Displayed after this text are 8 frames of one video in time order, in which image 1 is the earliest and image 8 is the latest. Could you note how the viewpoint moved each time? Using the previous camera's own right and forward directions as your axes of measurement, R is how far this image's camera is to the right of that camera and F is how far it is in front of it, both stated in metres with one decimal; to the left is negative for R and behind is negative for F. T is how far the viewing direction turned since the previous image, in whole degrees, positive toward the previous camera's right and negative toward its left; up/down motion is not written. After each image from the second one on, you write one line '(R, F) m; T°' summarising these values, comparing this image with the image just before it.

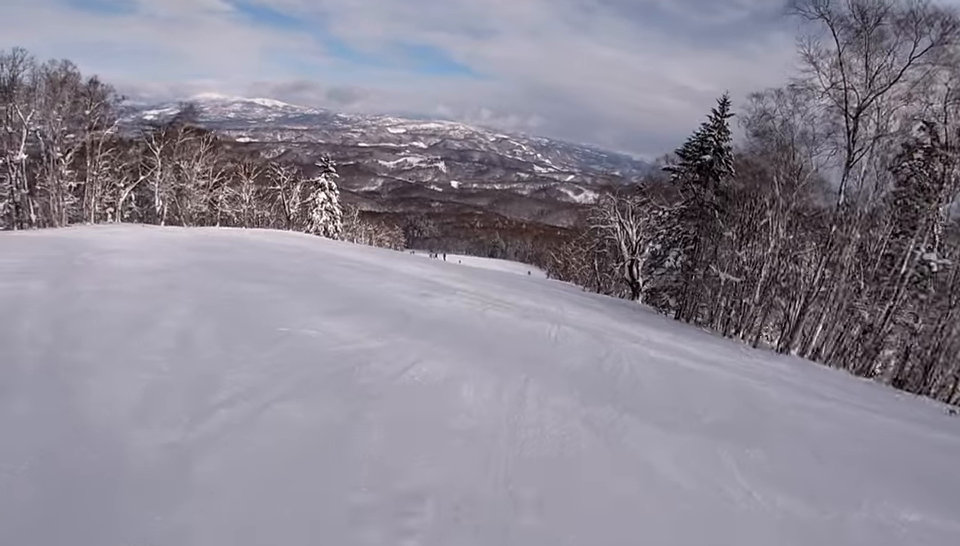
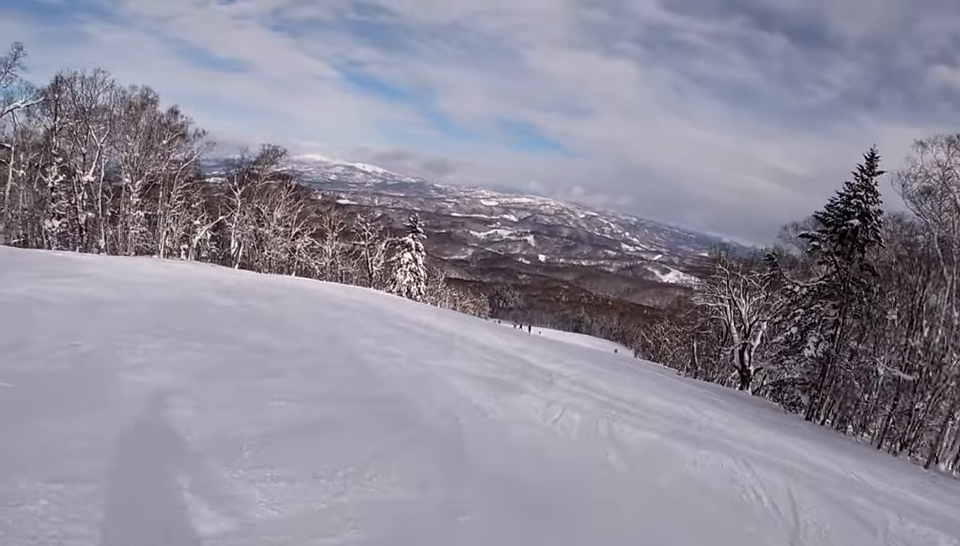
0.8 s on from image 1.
(-0.6, +6.8) m; -3°
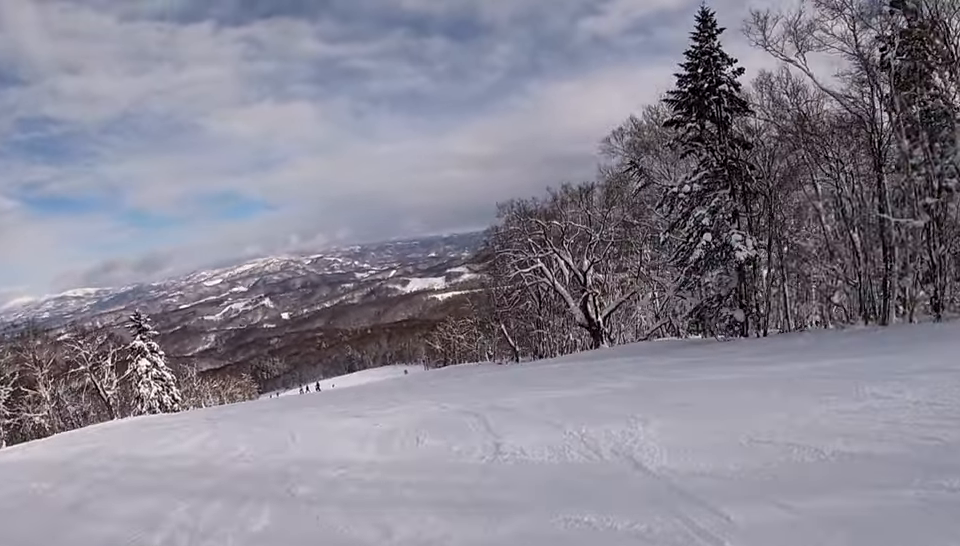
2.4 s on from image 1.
(+1.4, +13.5) m; +19°
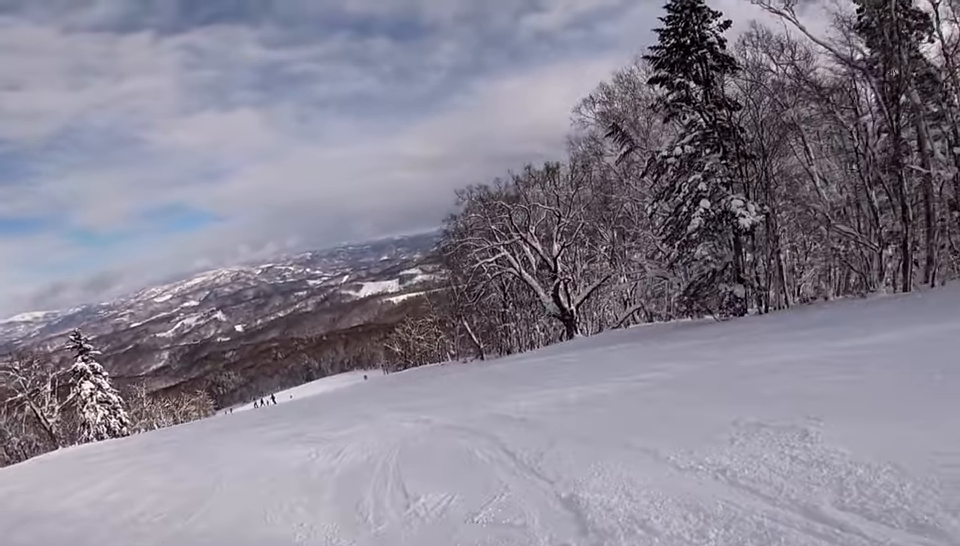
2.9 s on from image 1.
(+0.6, +3.7) m; +4°
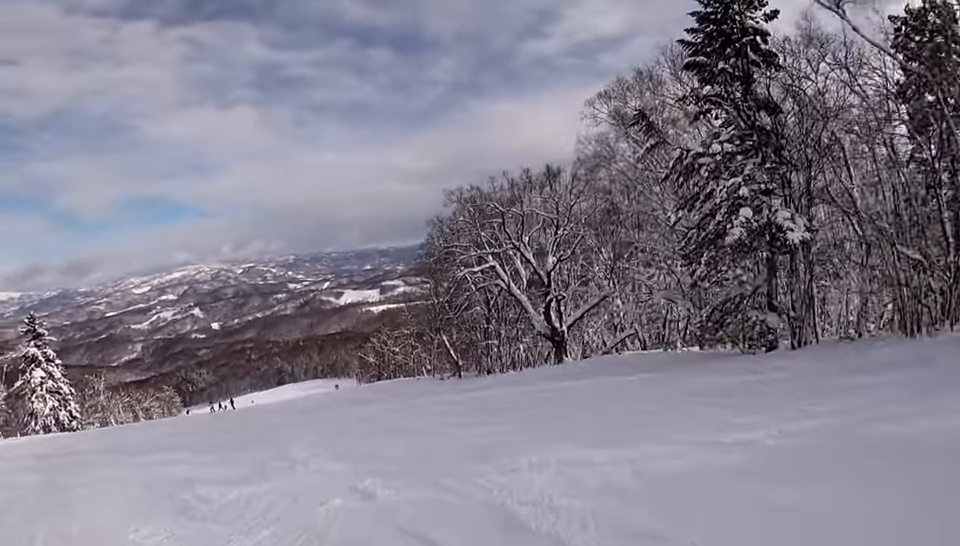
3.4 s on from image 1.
(+0.3, +4.6) m; -1°
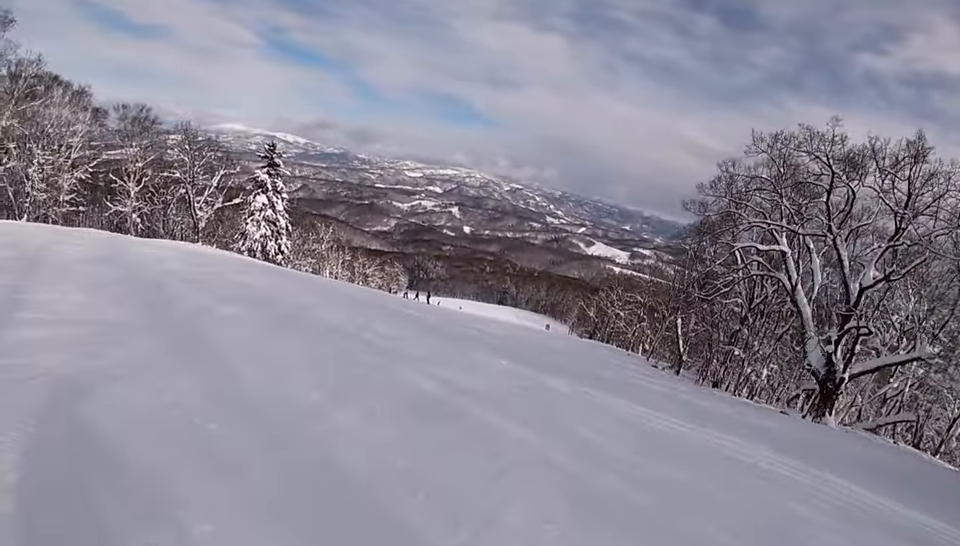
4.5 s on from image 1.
(-1.1, +8.7) m; -13°
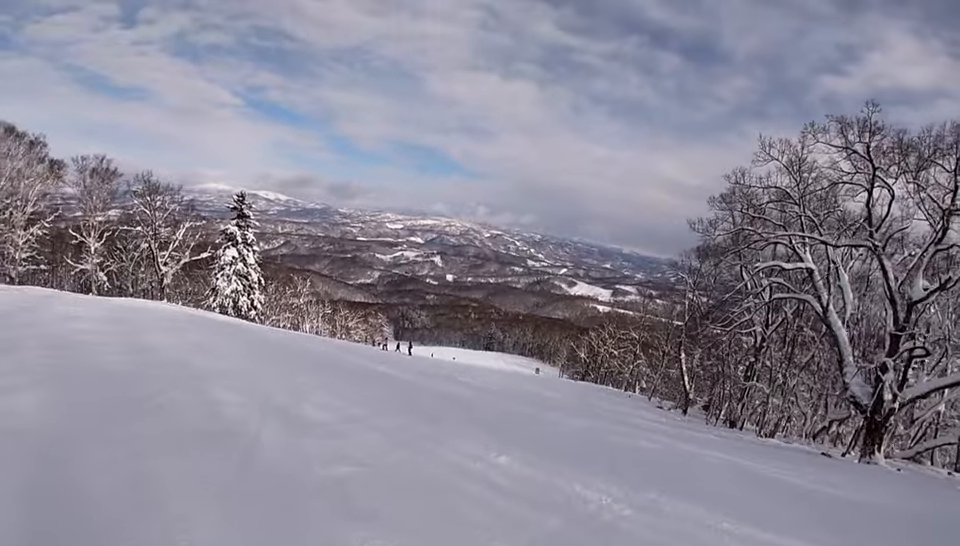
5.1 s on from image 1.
(-1.1, +4.5) m; -1°
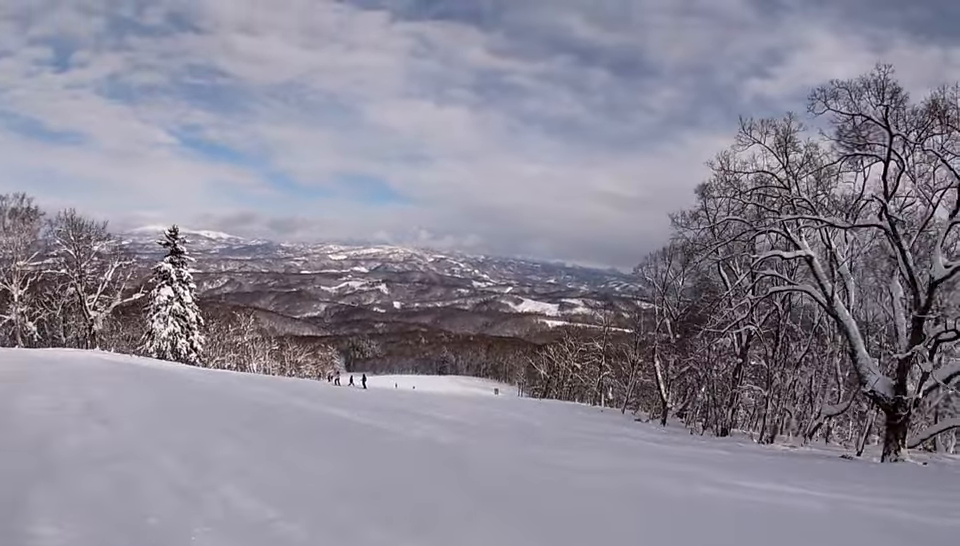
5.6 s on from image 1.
(+0.7, +3.9) m; +6°
